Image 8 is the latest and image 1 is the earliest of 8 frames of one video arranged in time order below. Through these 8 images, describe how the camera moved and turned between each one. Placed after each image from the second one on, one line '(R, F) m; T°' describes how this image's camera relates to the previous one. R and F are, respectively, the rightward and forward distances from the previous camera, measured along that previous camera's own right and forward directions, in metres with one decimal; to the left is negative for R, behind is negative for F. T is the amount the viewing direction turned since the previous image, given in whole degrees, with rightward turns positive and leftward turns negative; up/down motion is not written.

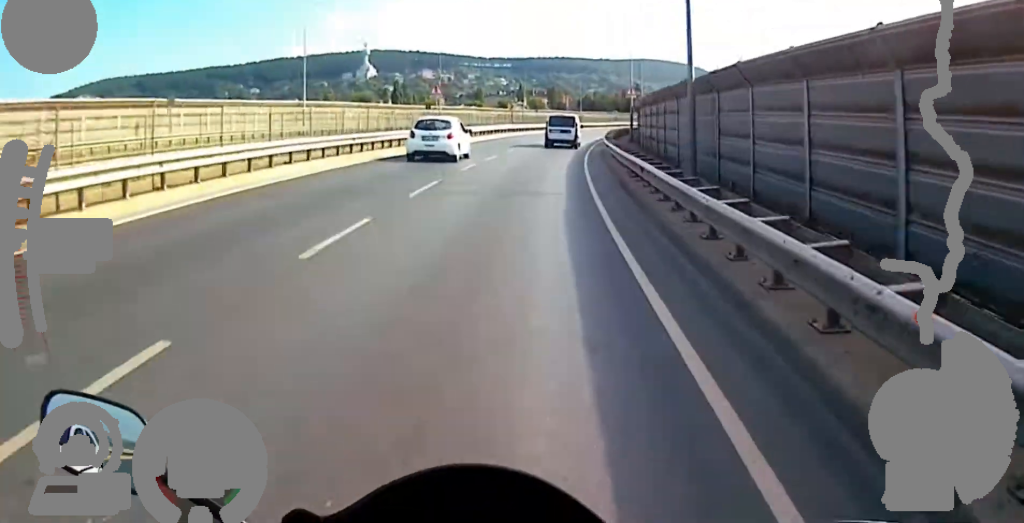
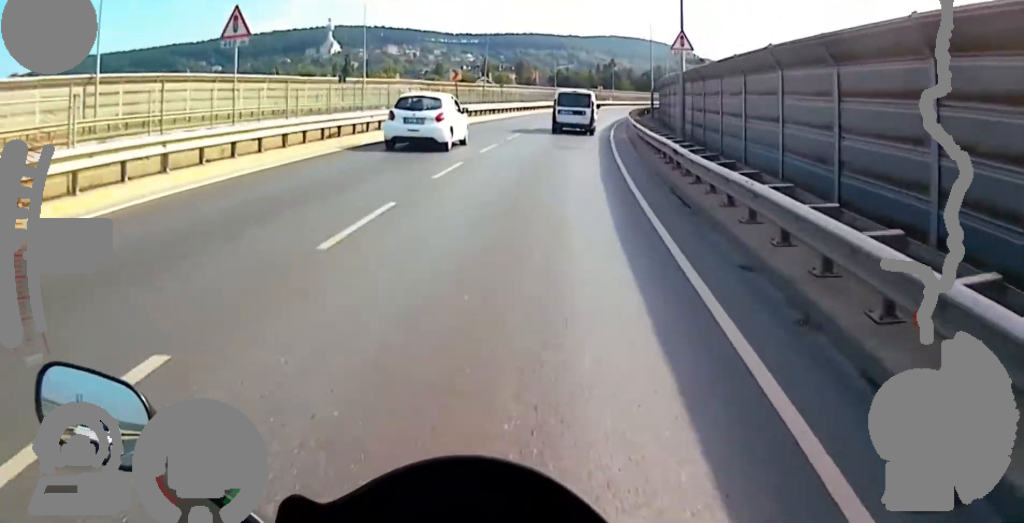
(-1.4, +20.4) m; -1°
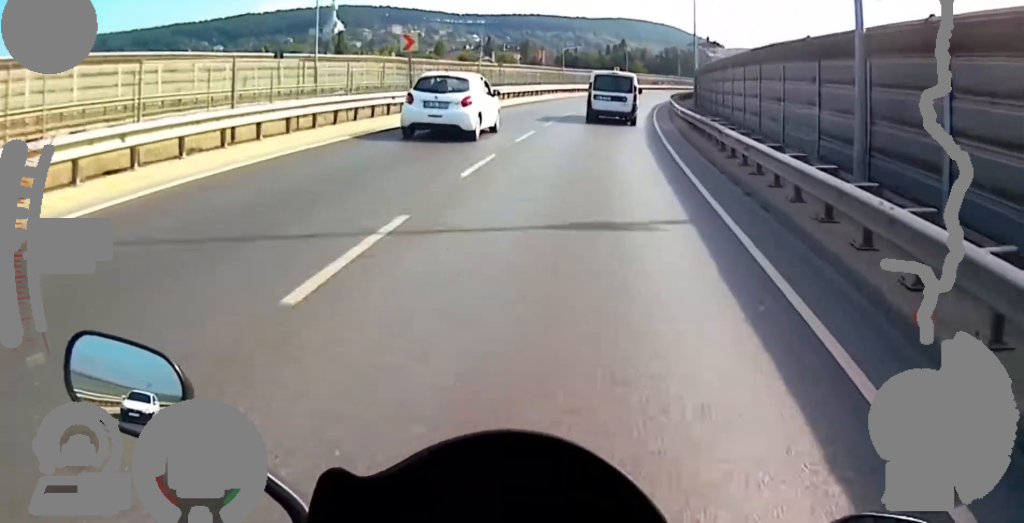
(-0.3, +12.4) m; 0°
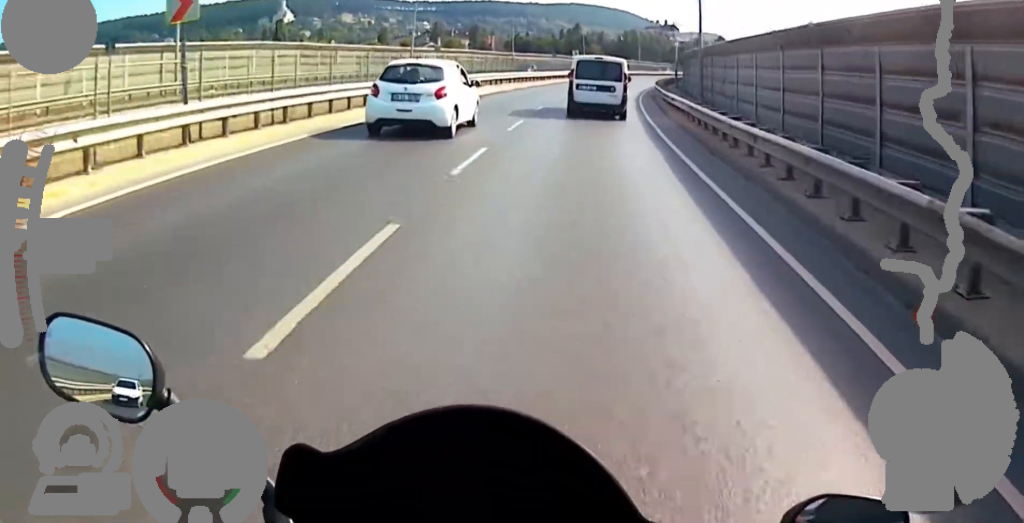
(+0.5, +11.2) m; +2°
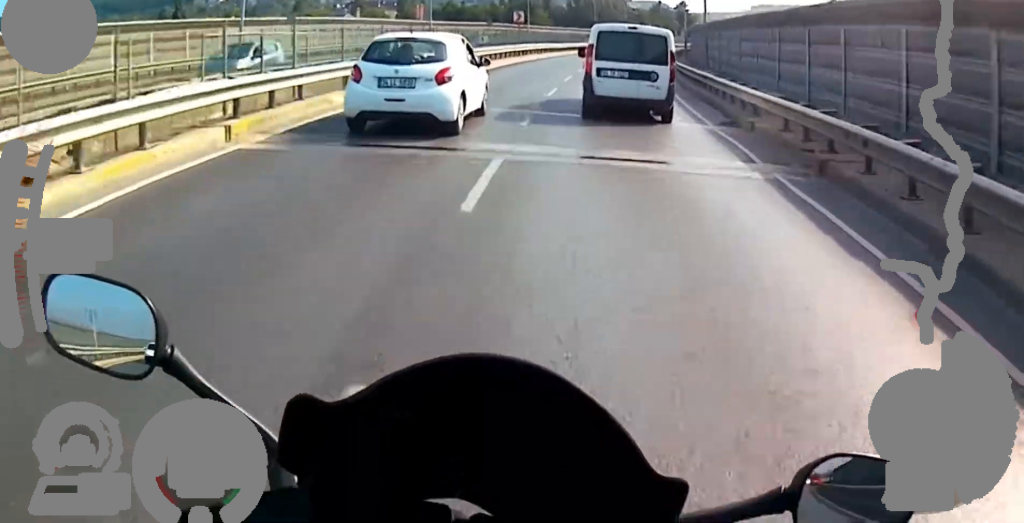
(+0.8, +25.1) m; +5°
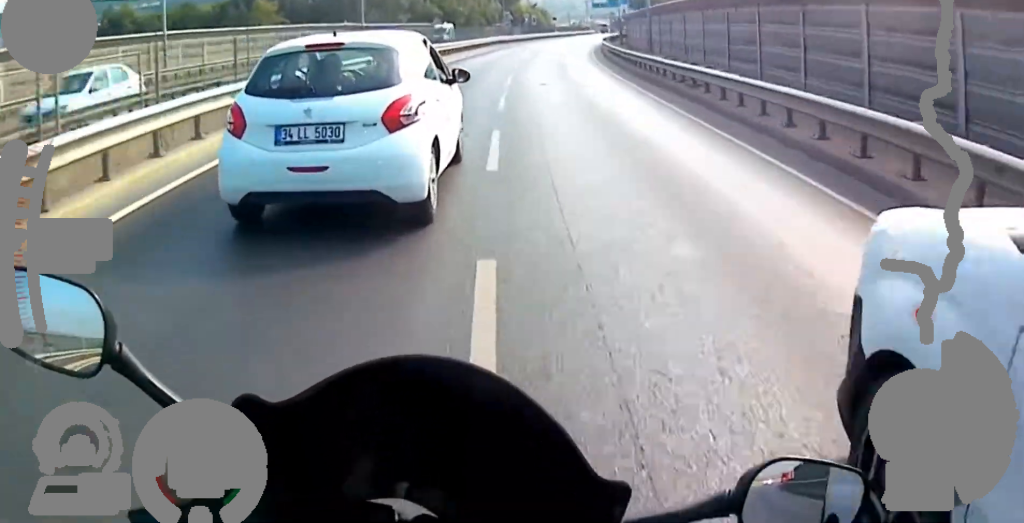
(+9.7, +67.2) m; +13°
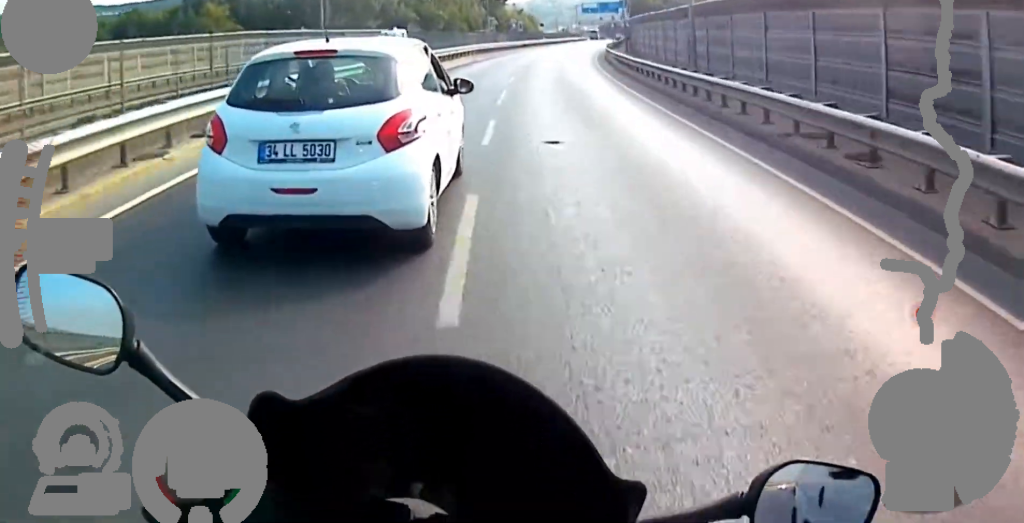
(0.0, +11.5) m; 0°
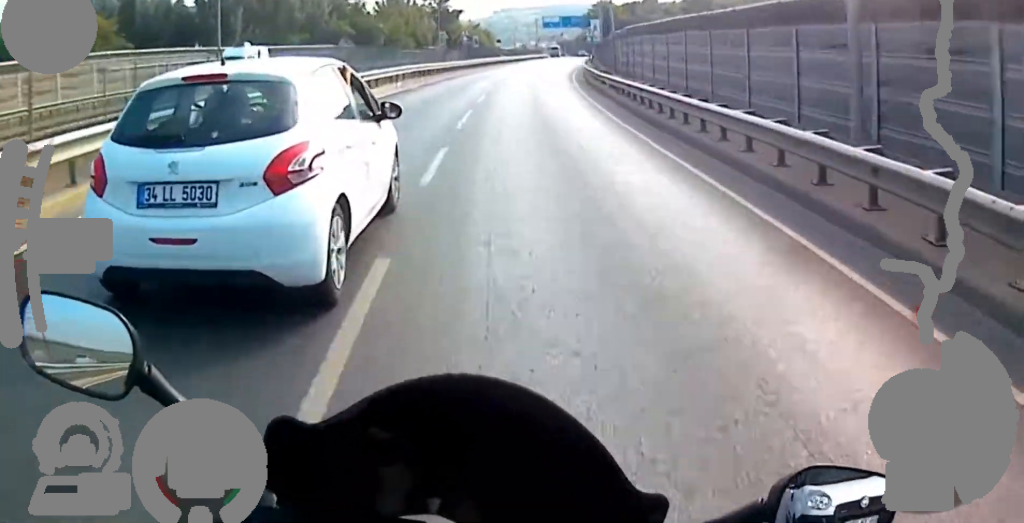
(0.0, +15.5) m; +1°
